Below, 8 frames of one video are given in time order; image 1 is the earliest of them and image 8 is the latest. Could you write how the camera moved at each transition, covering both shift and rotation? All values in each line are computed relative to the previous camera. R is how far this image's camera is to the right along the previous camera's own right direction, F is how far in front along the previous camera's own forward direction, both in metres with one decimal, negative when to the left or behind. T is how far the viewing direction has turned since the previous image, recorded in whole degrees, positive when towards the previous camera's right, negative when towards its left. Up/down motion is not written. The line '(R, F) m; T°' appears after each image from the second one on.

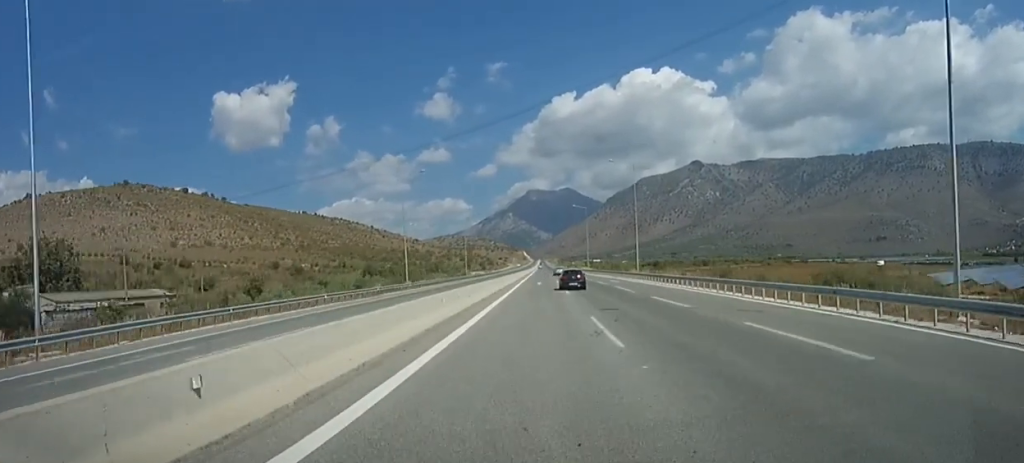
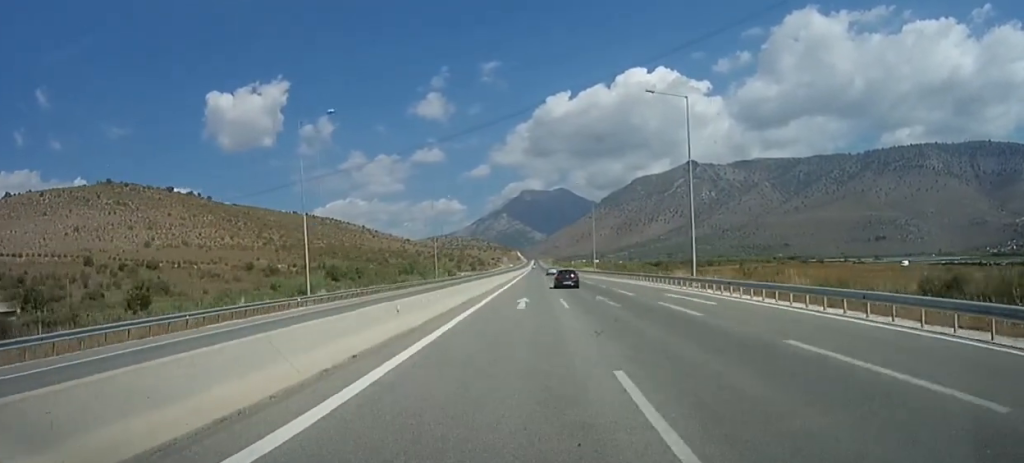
(+0.2, +26.7) m; 0°
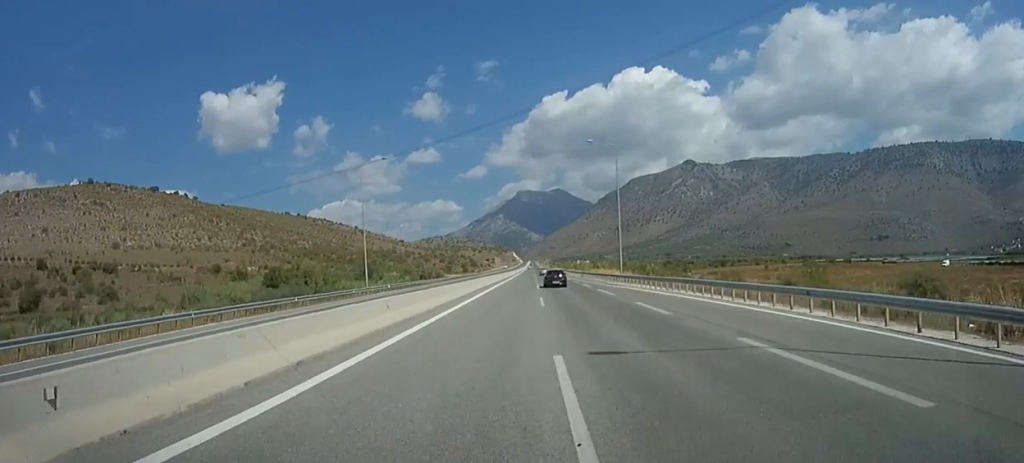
(0.0, +35.0) m; +1°
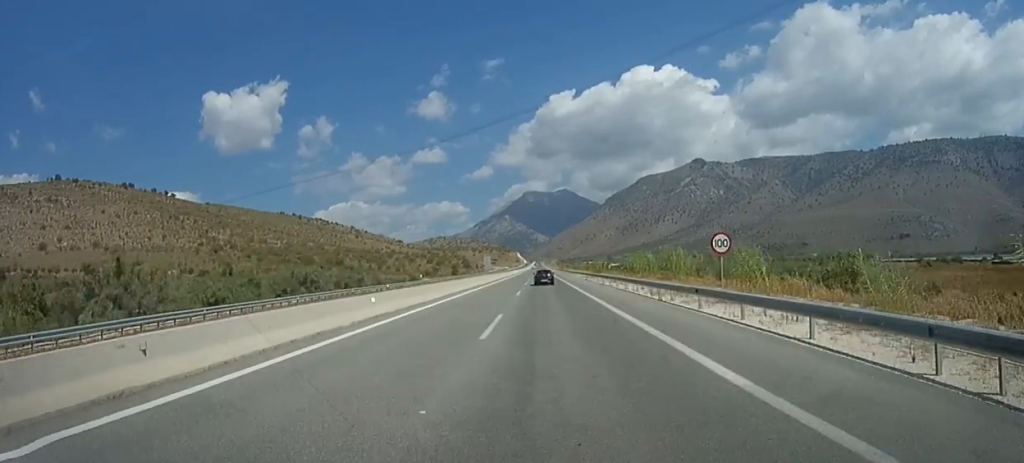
(+0.9, +81.4) m; 0°
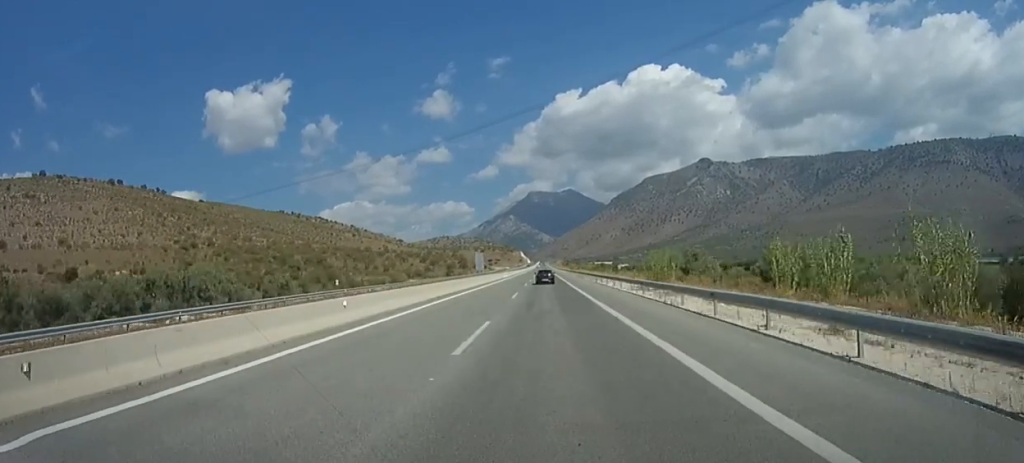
(-0.2, +38.3) m; -1°
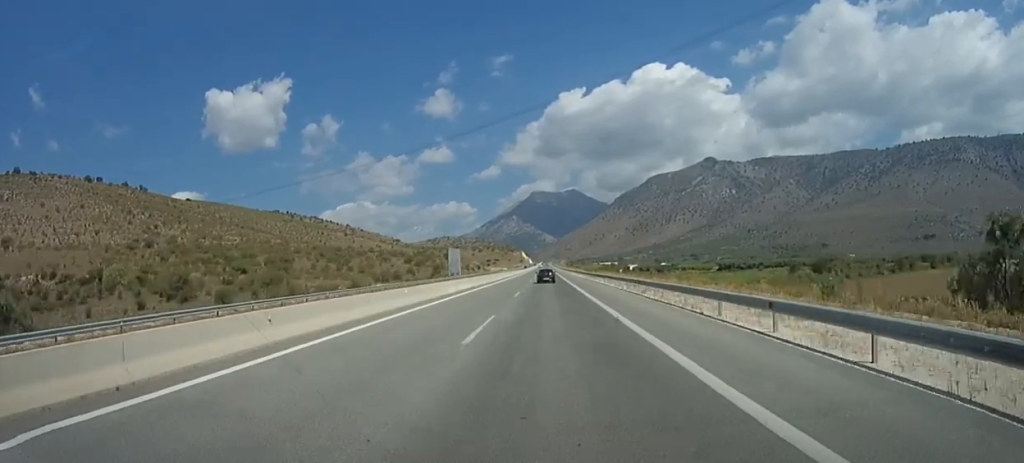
(-0.9, +52.0) m; -1°
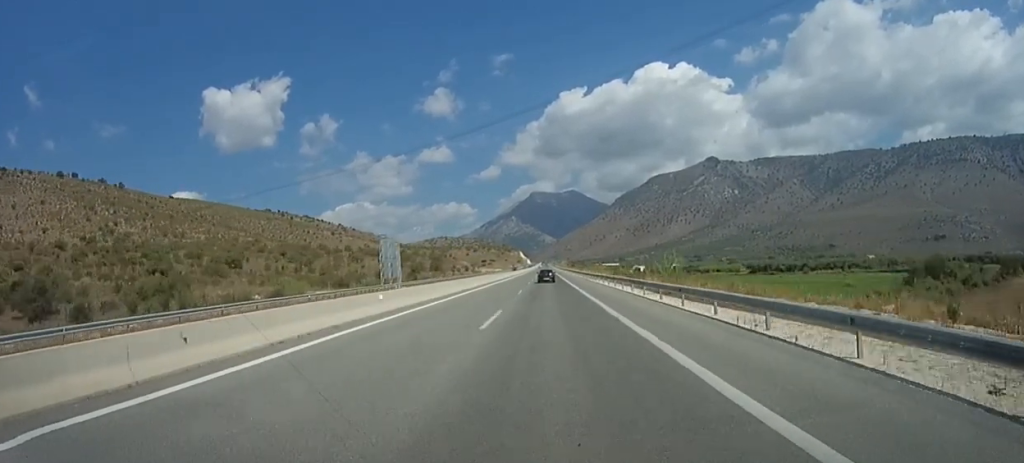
(-0.4, +51.9) m; 0°
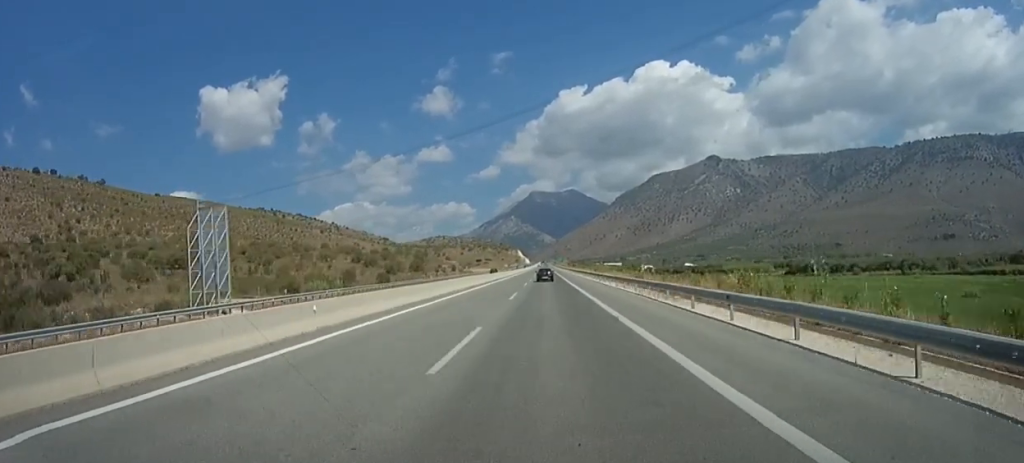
(+0.2, +40.9) m; +1°
